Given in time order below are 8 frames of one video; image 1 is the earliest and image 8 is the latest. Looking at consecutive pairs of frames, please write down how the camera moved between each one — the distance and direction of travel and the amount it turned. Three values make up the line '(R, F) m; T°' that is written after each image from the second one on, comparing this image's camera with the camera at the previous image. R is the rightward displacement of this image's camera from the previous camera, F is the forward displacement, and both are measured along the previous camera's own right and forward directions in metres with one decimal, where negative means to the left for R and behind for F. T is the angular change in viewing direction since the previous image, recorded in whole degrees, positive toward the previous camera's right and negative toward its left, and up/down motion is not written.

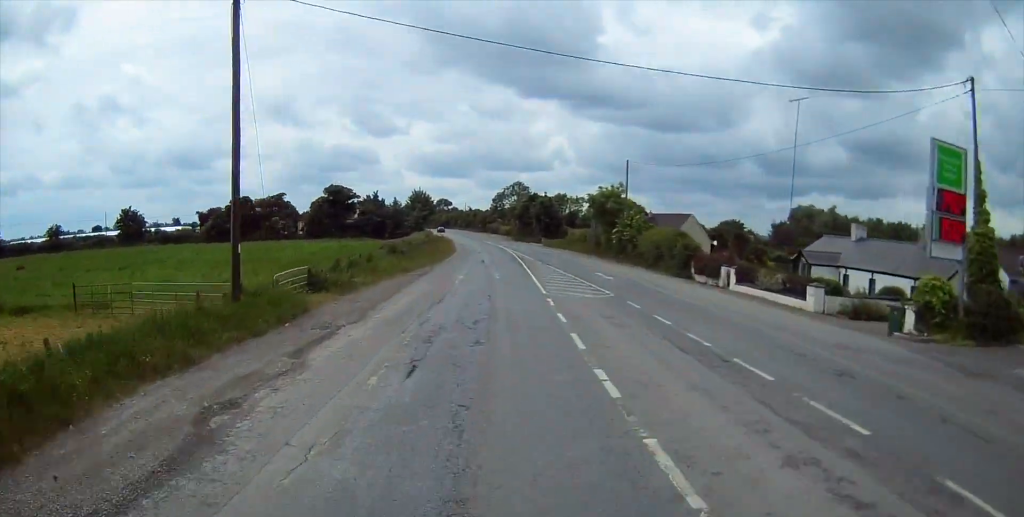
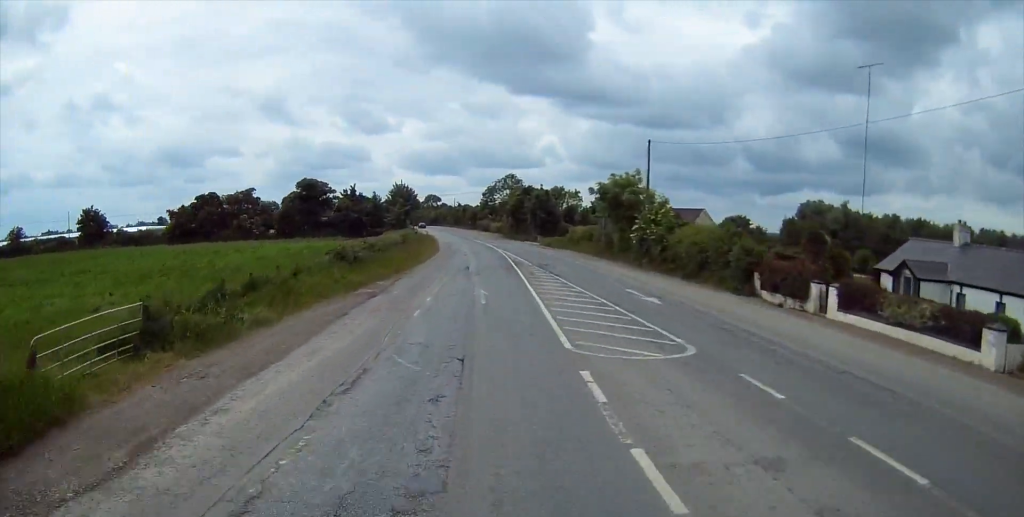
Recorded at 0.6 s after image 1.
(+0.1, +11.8) m; 0°
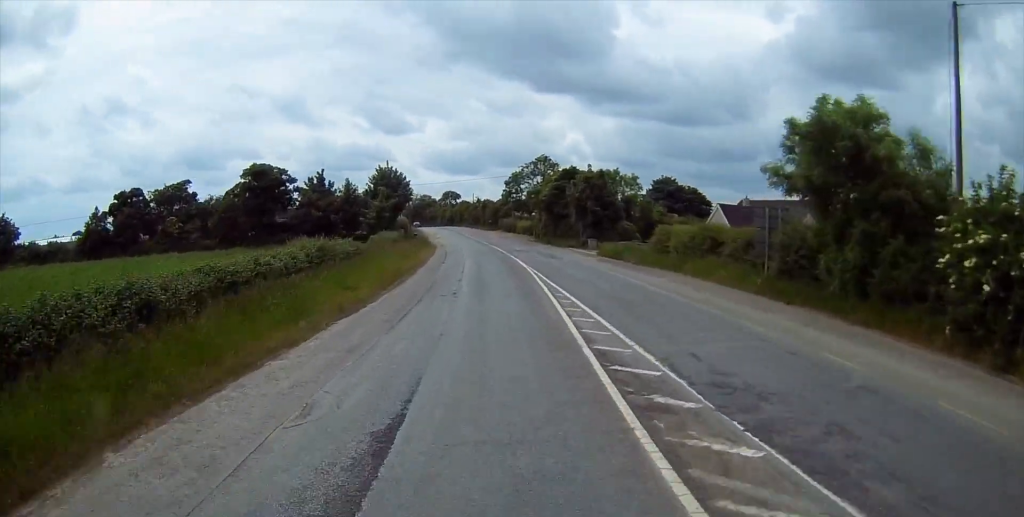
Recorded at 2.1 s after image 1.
(+0.2, +32.5) m; -1°
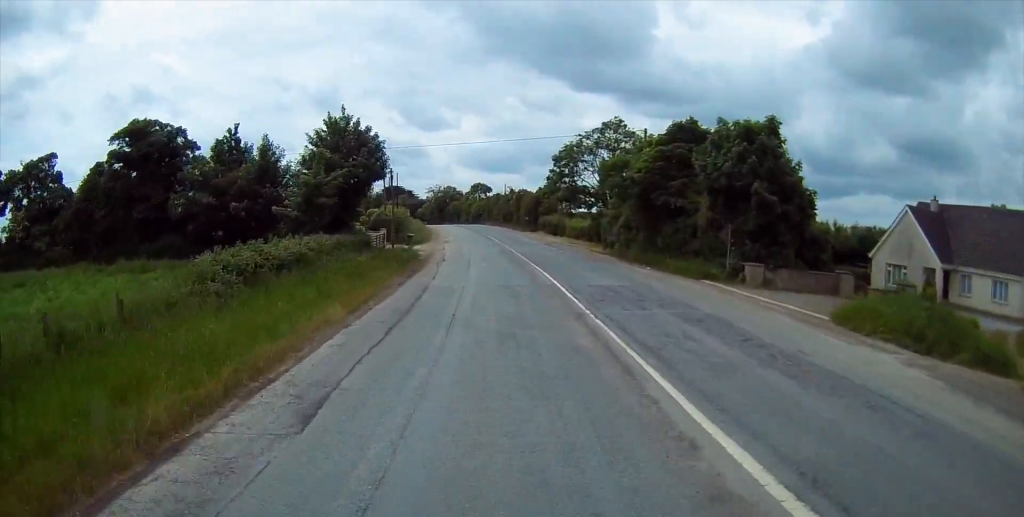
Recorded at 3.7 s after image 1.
(-0.8, +36.0) m; -2°
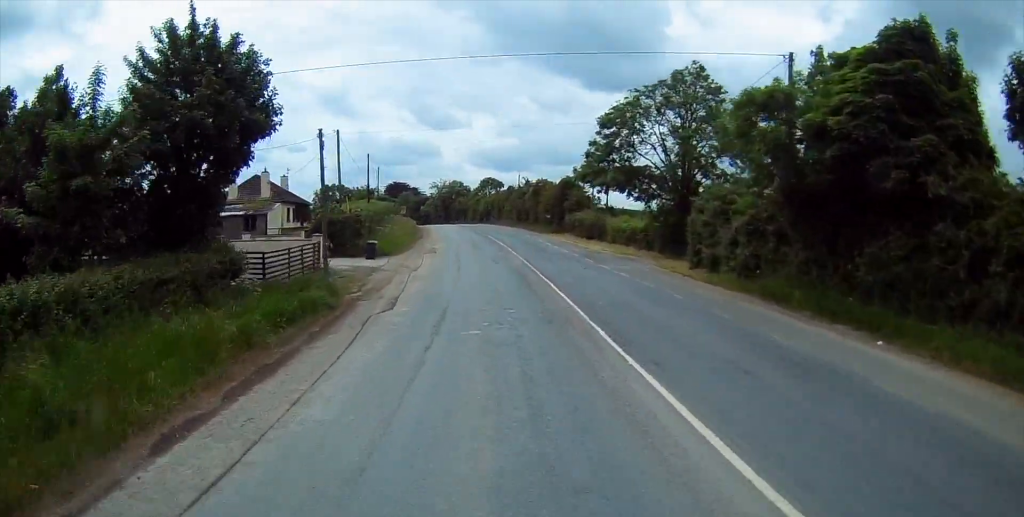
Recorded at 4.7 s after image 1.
(-0.3, +23.4) m; -1°
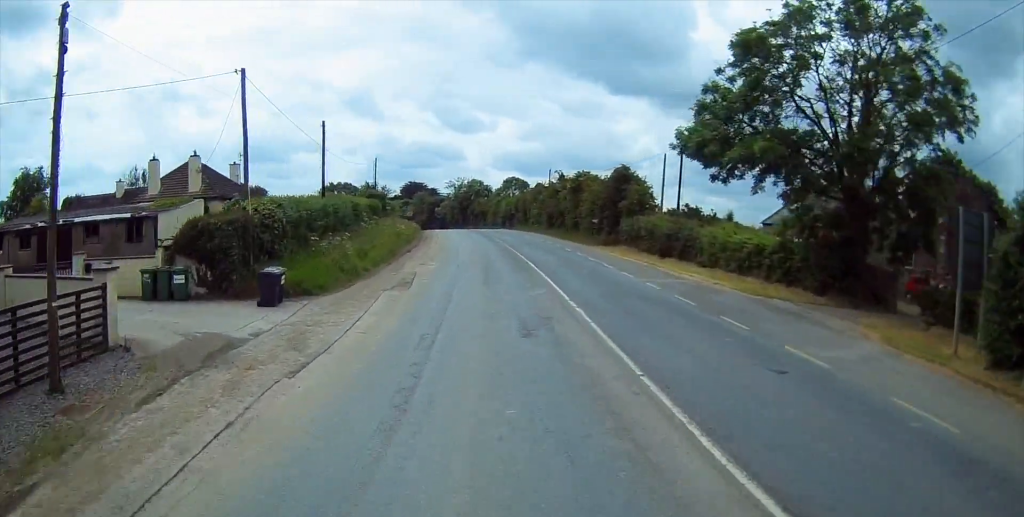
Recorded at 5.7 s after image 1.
(-0.3, +20.9) m; -1°
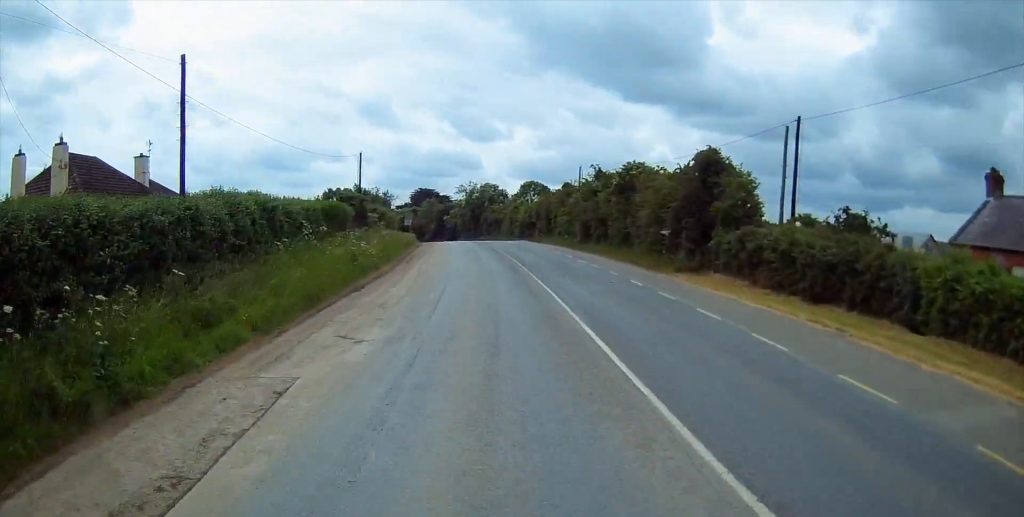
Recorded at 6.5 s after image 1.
(-0.2, +18.6) m; -1°
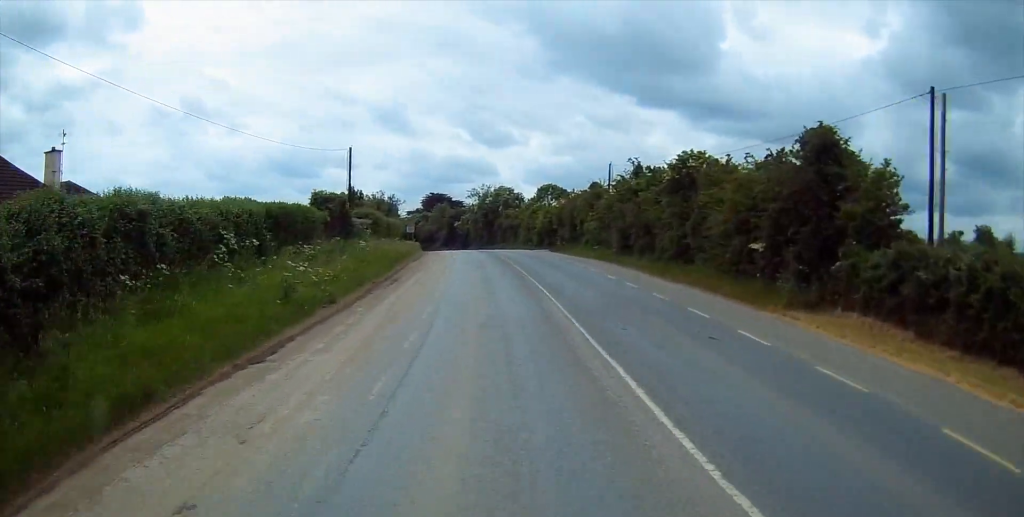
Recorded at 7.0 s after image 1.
(+0.1, +11.1) m; -1°
